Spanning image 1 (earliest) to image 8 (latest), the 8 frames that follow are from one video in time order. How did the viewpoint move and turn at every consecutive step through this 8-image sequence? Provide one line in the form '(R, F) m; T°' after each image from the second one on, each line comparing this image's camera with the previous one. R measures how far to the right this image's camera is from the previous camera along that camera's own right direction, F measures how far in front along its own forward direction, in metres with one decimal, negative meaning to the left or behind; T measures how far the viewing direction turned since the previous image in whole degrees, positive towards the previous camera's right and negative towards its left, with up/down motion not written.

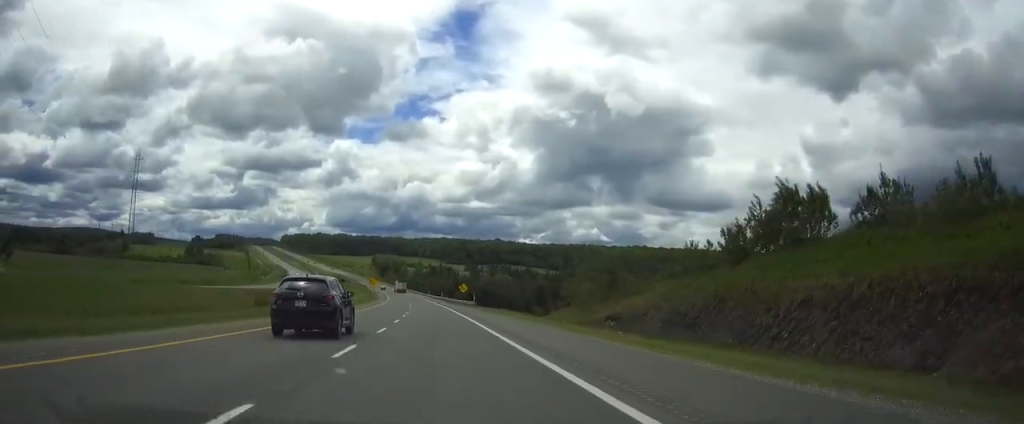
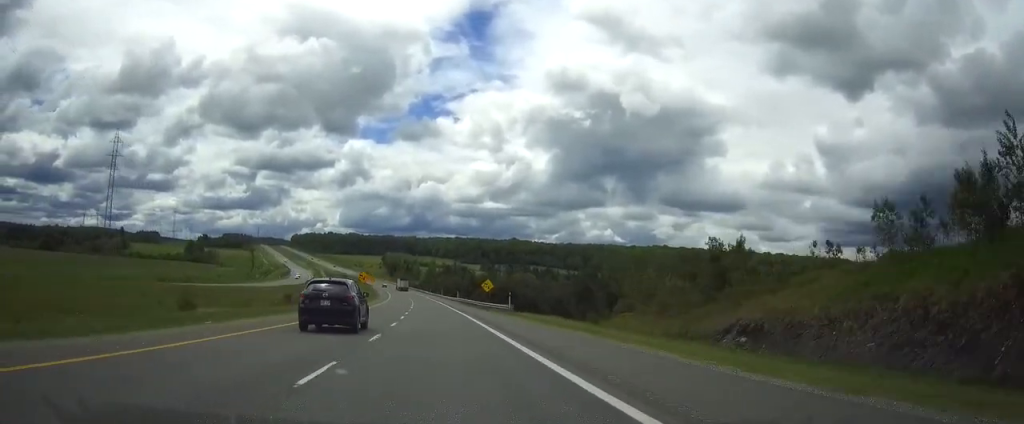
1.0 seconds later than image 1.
(-0.4, +31.3) m; -1°
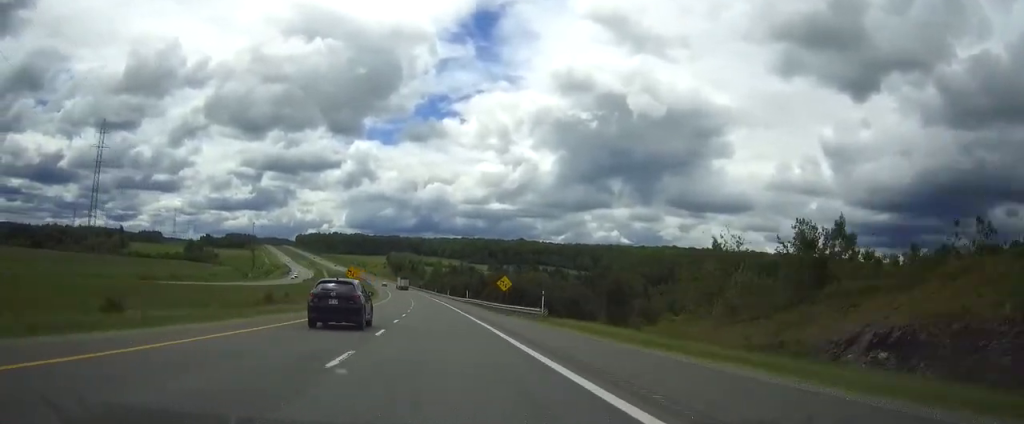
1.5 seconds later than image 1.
(-0.2, +15.8) m; -1°
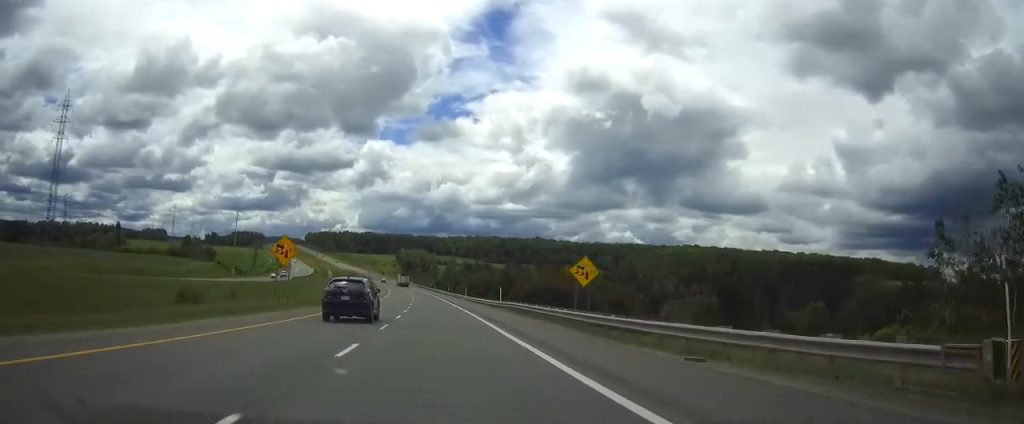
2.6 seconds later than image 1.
(-0.3, +34.9) m; -1°
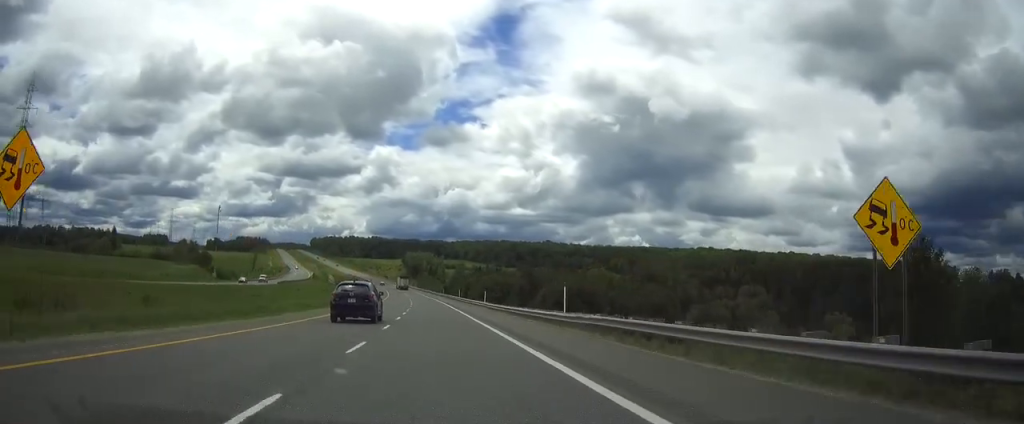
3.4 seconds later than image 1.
(-0.2, +25.6) m; -1°
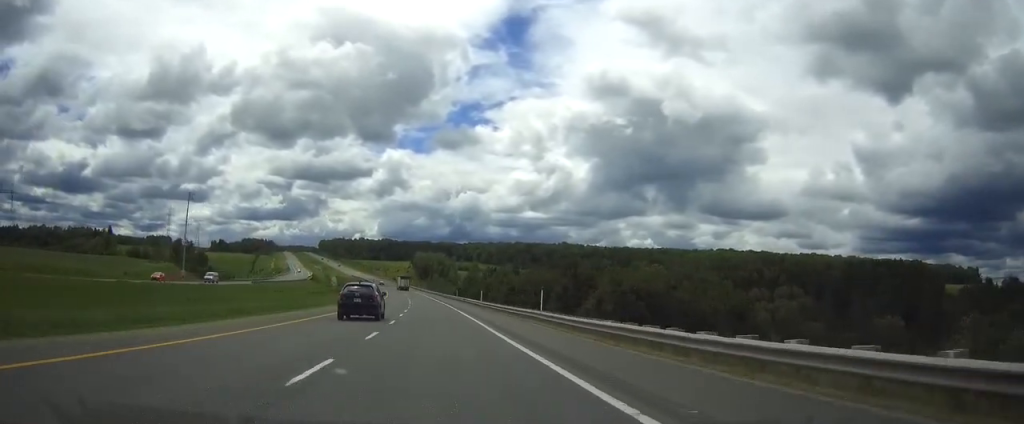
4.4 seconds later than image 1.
(-0.3, +32.2) m; -1°
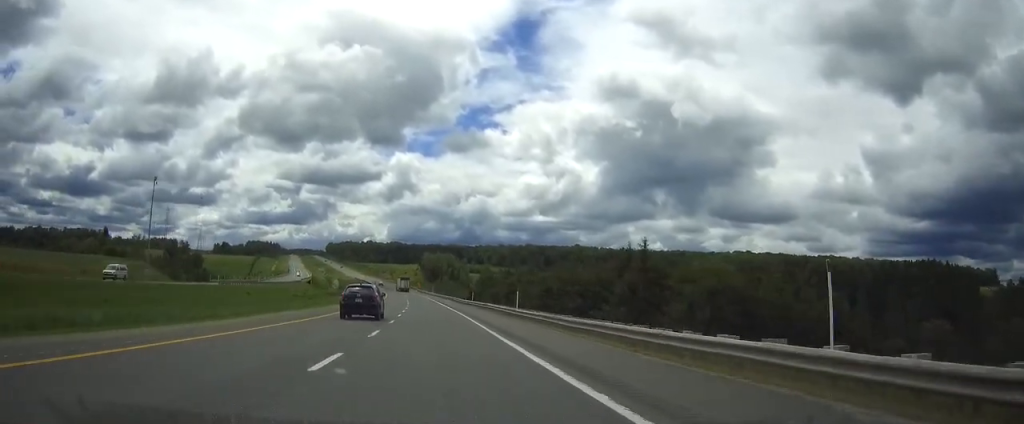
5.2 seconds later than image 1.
(-0.2, +25.8) m; -1°
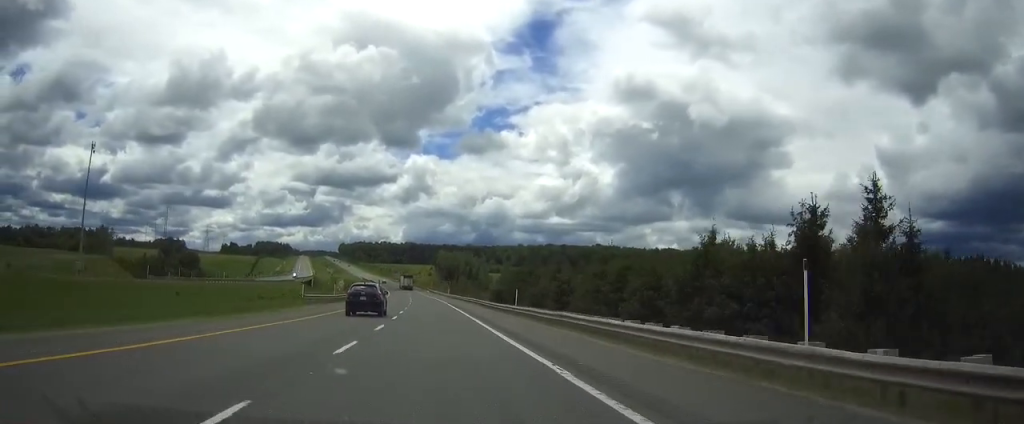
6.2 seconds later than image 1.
(-0.4, +33.4) m; -1°
